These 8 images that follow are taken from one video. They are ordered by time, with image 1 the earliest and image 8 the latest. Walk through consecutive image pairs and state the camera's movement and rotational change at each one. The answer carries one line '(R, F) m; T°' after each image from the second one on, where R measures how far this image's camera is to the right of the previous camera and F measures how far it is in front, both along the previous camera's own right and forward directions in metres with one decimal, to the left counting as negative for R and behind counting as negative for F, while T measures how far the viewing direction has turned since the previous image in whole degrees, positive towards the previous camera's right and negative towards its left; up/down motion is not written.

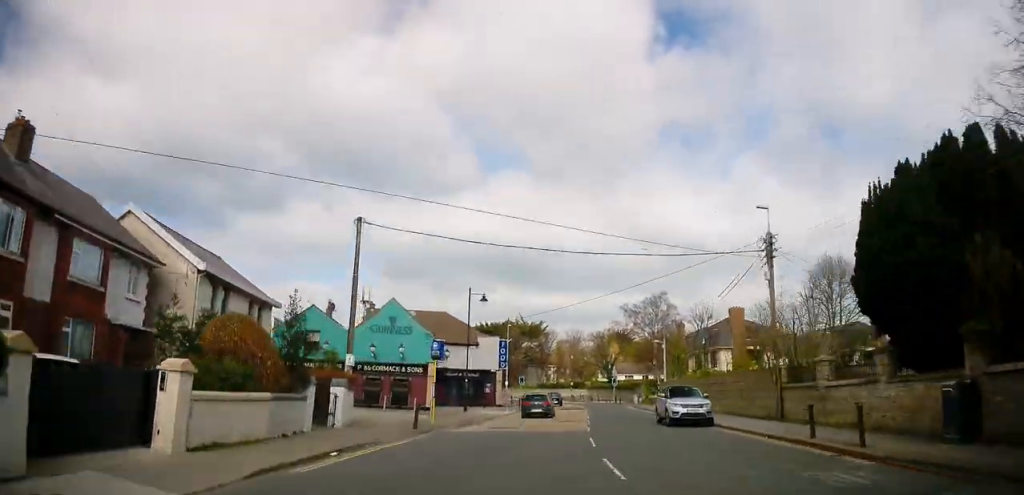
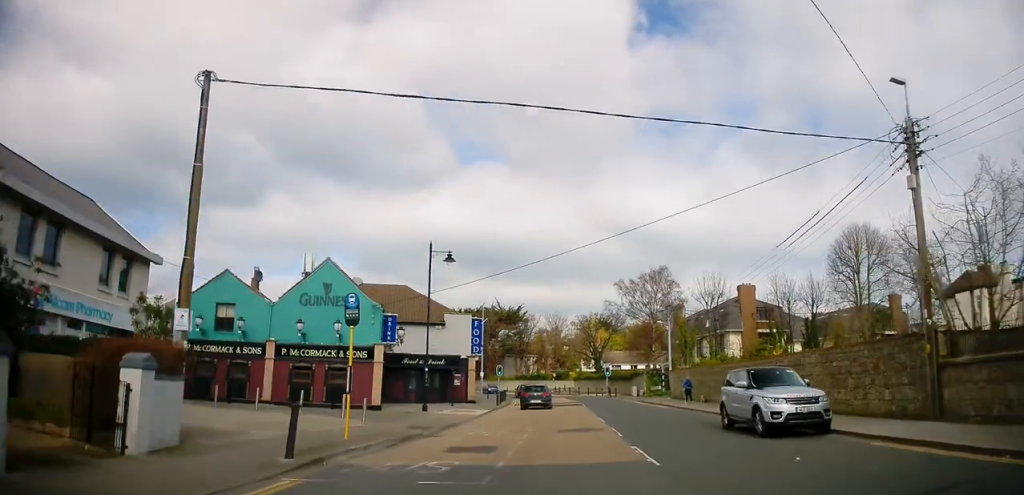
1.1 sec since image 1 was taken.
(0.0, +10.9) m; +1°
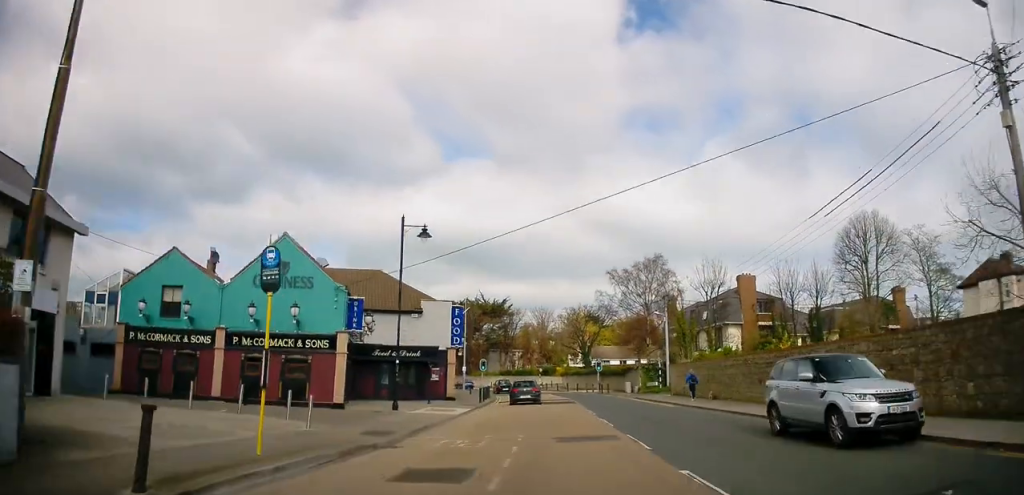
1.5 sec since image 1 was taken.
(+0.1, +4.2) m; +1°
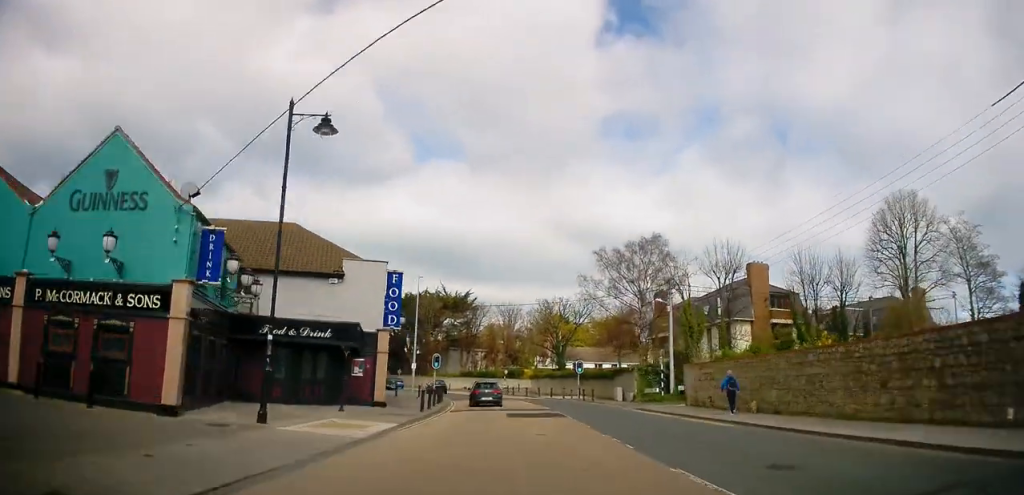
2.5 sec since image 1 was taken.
(+0.2, +11.5) m; +3°
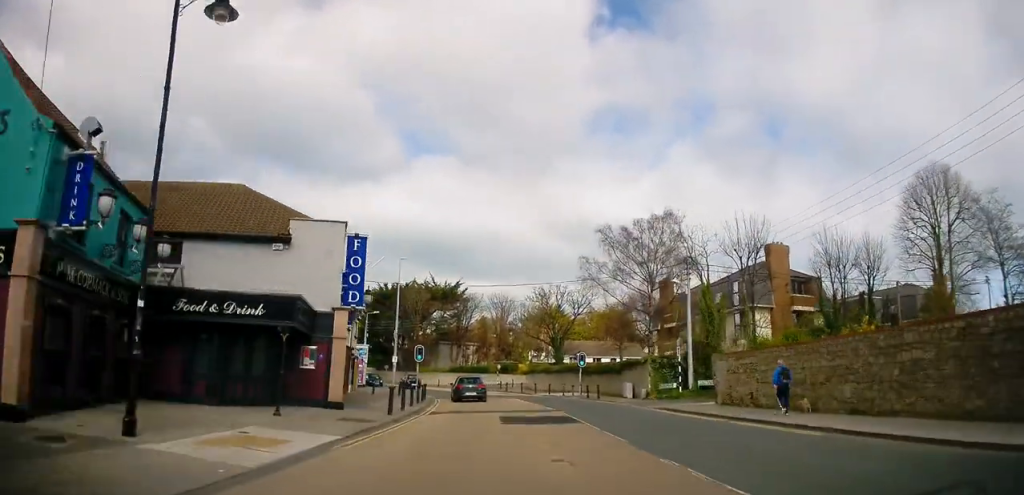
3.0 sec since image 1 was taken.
(0.0, +5.5) m; +1°
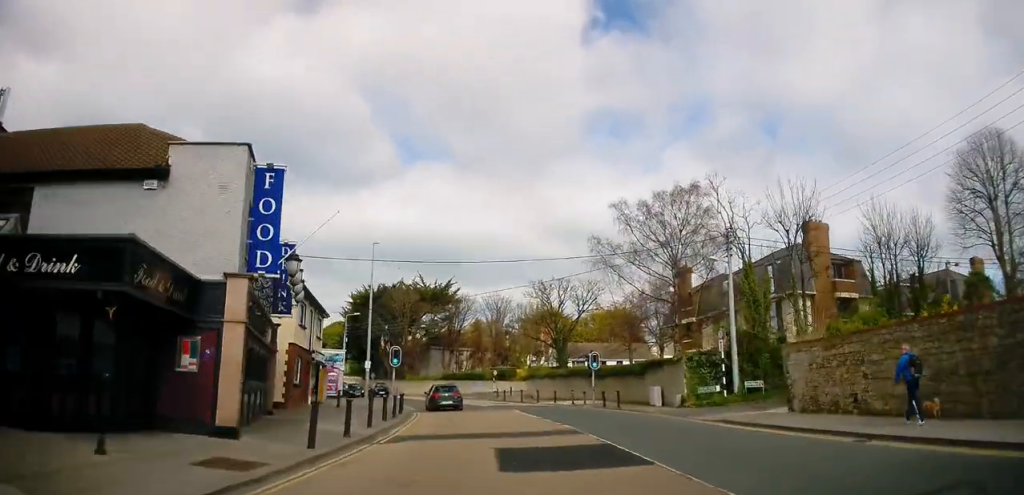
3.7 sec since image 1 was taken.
(+0.3, +7.8) m; +1°
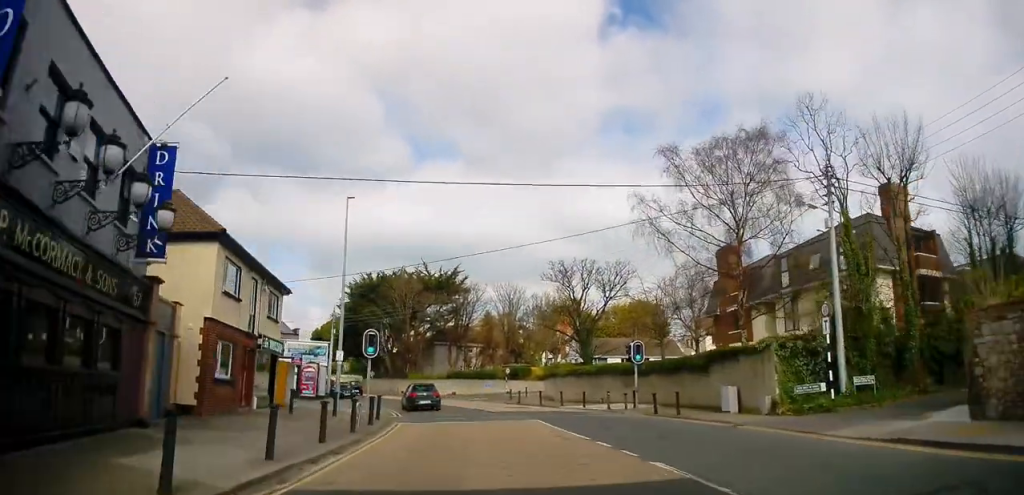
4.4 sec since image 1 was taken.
(0.0, +8.8) m; -1°
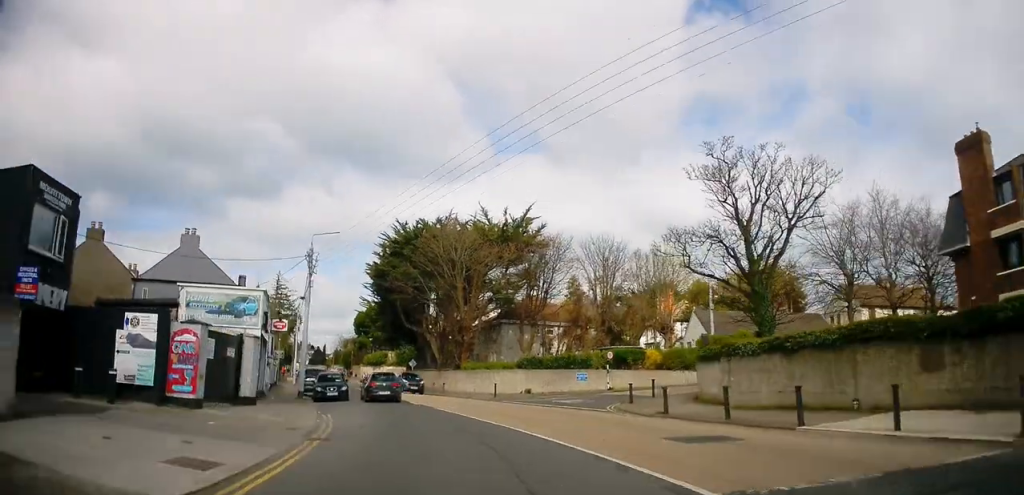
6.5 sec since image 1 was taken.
(-0.6, +23.5) m; -5°
